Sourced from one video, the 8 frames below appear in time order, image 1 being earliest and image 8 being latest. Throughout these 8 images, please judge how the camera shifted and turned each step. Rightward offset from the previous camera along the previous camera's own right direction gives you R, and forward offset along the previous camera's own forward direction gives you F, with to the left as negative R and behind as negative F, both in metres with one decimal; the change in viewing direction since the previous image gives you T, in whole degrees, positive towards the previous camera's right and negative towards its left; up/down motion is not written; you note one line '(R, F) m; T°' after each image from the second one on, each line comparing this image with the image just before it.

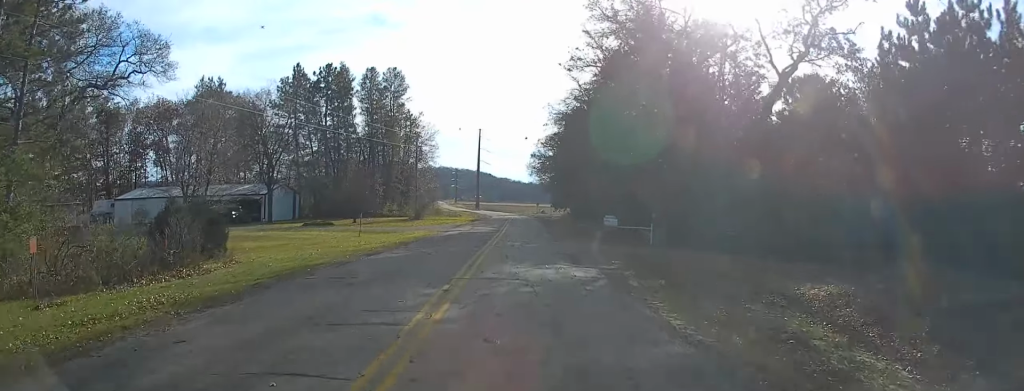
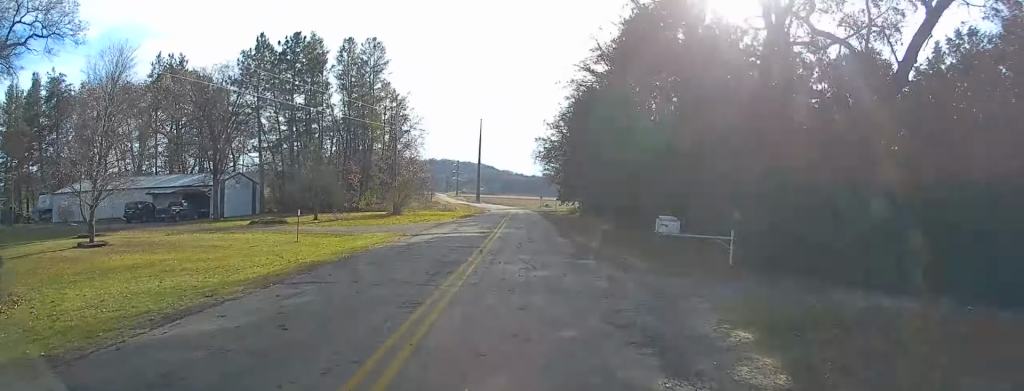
(0.0, +12.4) m; +2°
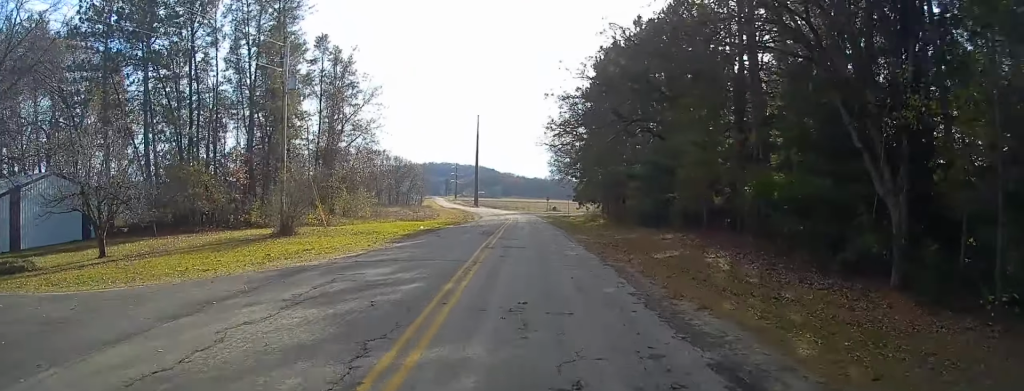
(+0.6, +26.5) m; 0°
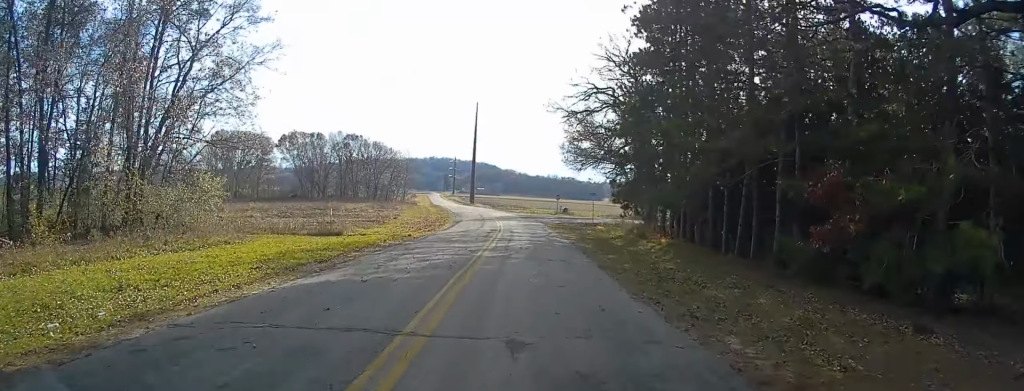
(-1.0, +29.6) m; -2°
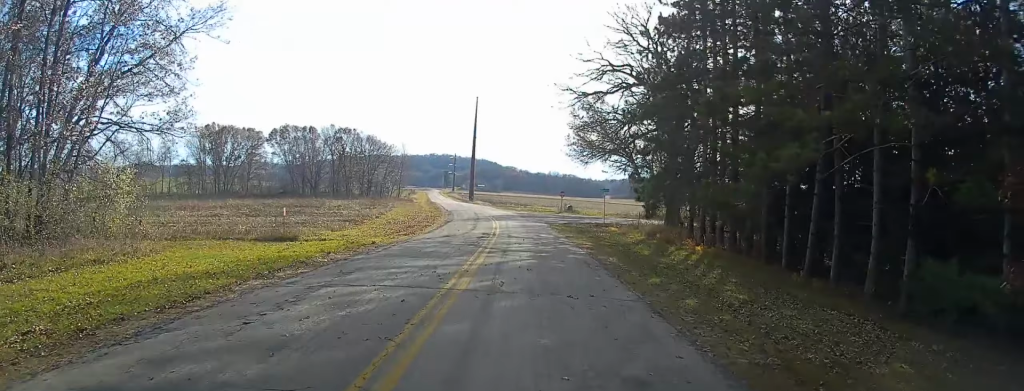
(0.0, +7.7) m; +1°
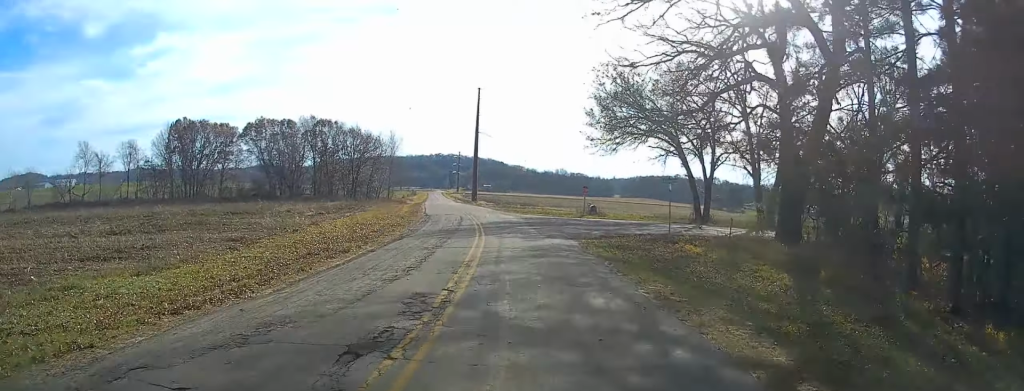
(+0.3, +20.6) m; 0°
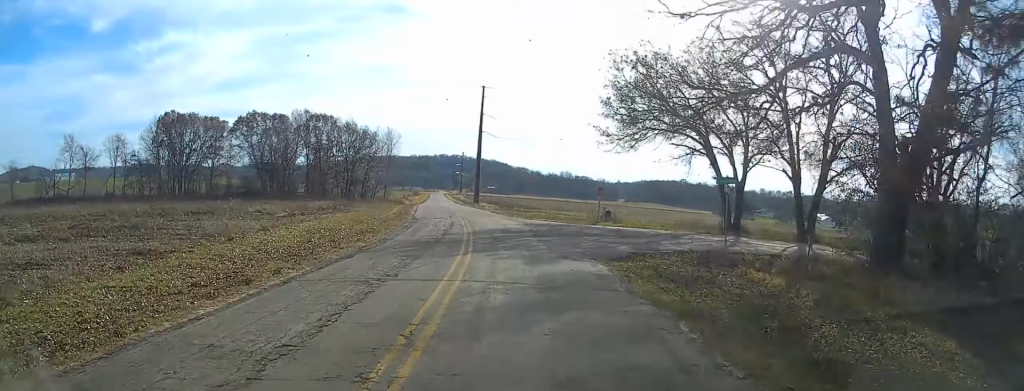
(+0.4, +7.9) m; -1°
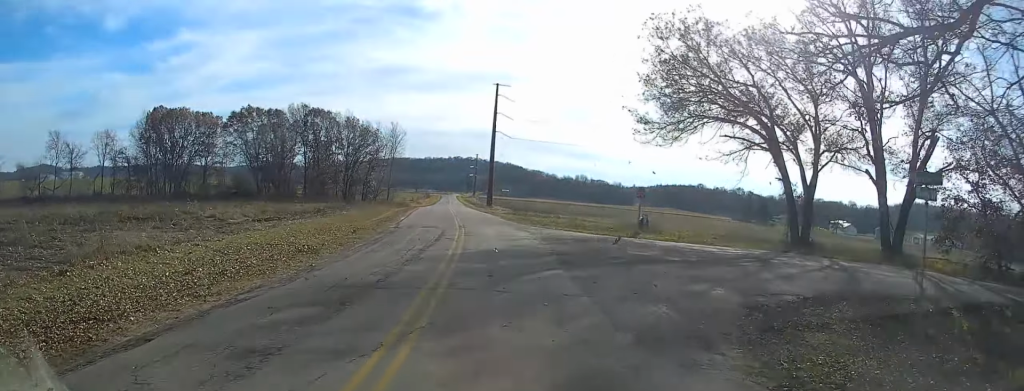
(-0.5, +10.9) m; -2°
